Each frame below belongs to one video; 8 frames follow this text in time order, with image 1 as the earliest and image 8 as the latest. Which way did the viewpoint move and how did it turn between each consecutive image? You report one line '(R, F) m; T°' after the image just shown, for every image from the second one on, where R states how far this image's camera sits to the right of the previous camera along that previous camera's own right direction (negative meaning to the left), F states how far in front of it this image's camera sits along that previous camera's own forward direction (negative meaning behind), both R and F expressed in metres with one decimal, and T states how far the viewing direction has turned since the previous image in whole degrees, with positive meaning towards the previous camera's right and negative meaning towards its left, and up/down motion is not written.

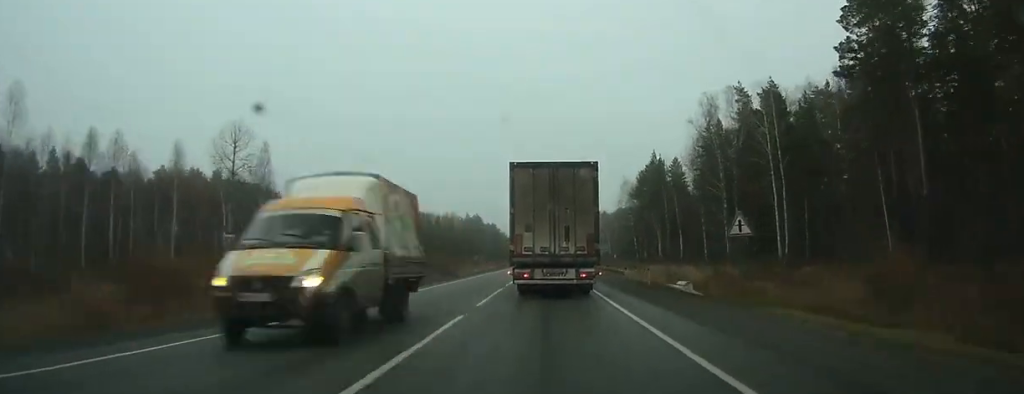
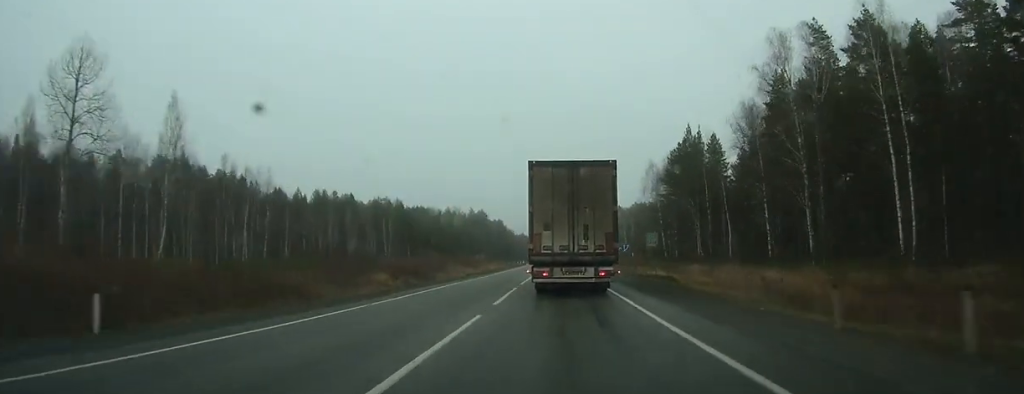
(-0.1, +23.9) m; 0°
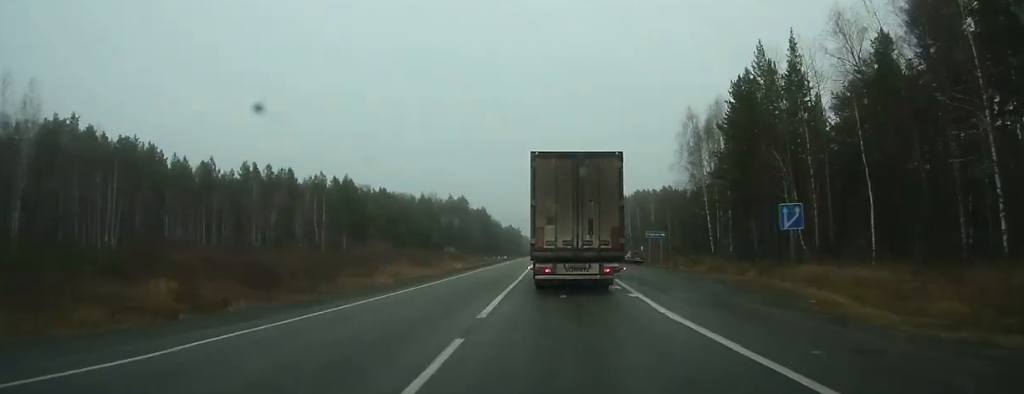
(0.0, +39.6) m; 0°
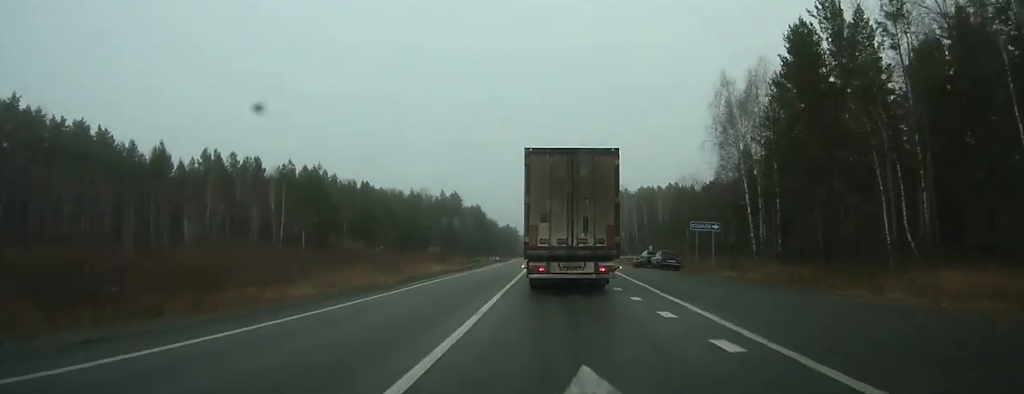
(0.0, +17.0) m; 0°
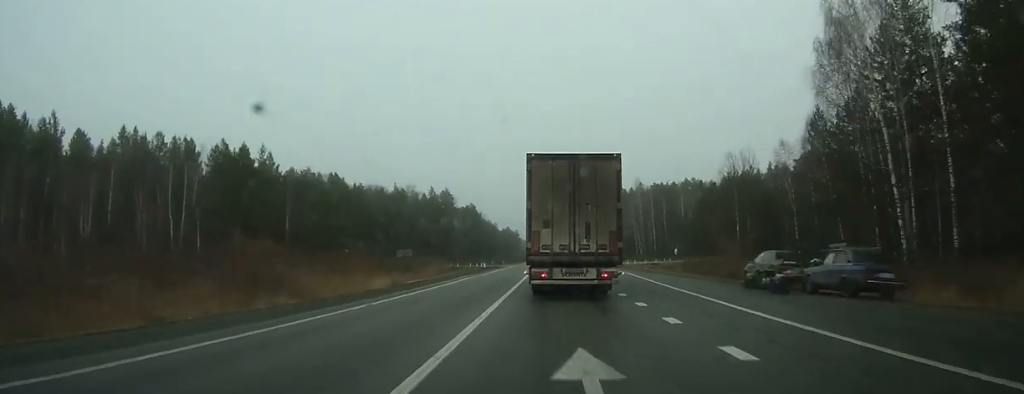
(0.0, +28.5) m; 0°
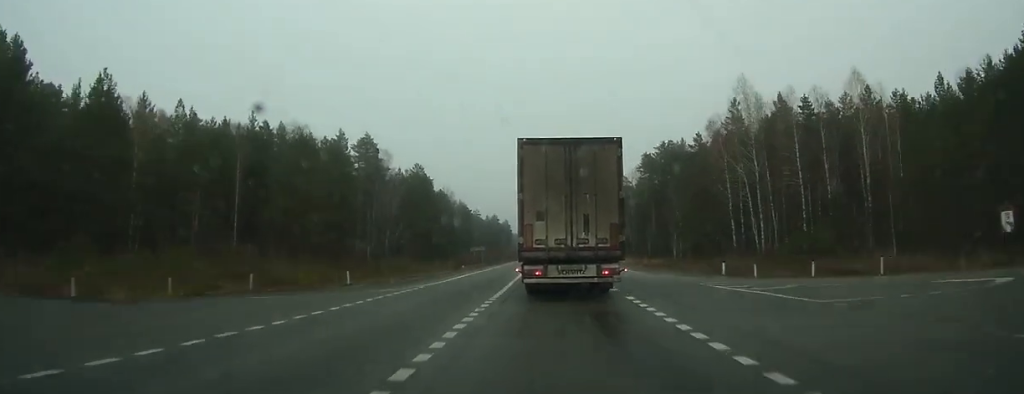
(-0.1, +98.8) m; 0°
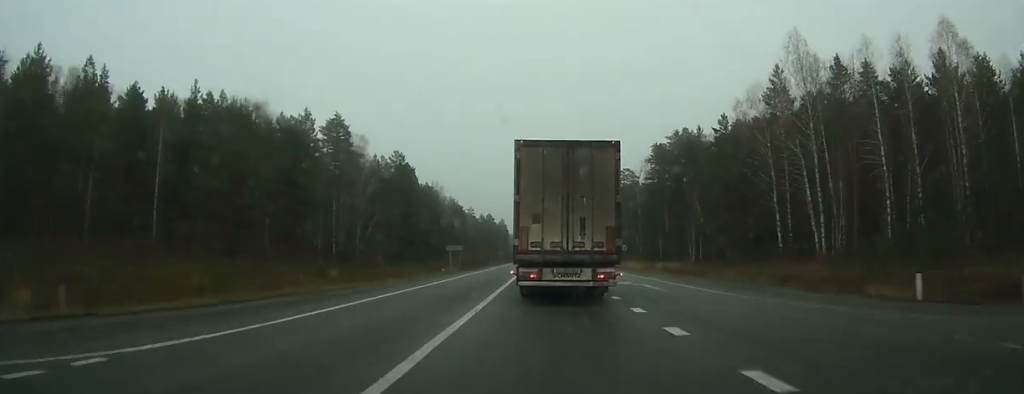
(0.0, +18.7) m; 0°
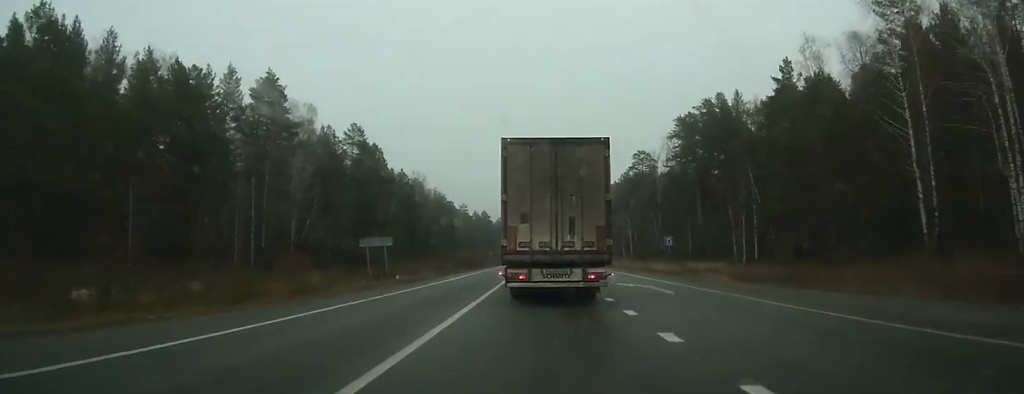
(+0.1, +28.8) m; 0°
